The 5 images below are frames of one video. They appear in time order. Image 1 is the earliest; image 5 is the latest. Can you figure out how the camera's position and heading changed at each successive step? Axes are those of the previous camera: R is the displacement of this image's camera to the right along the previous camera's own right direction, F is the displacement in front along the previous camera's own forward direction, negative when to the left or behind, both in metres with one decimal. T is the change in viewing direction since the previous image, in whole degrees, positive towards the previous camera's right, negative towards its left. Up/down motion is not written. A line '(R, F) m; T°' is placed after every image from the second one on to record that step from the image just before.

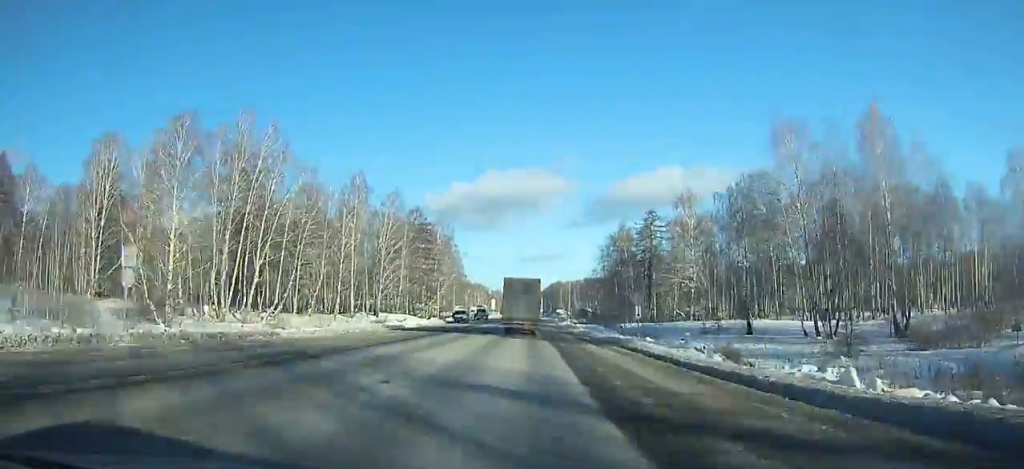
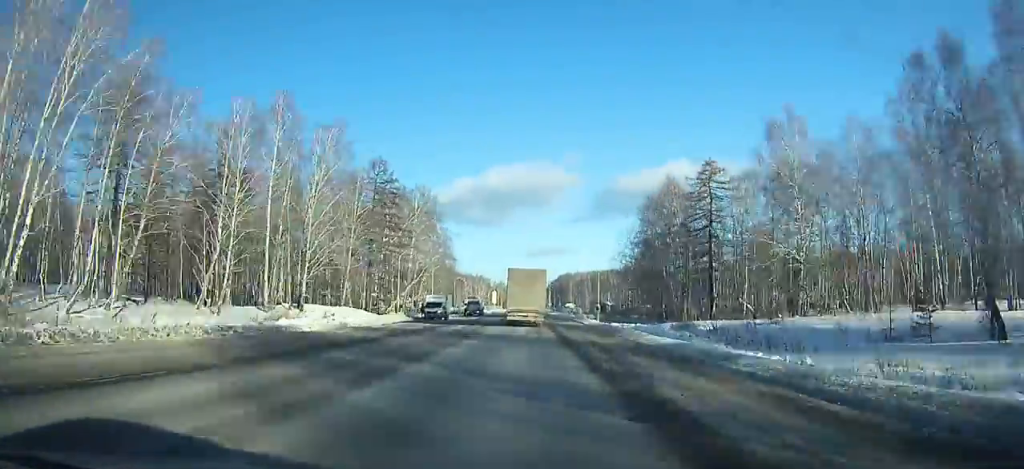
(-0.2, +32.0) m; 0°
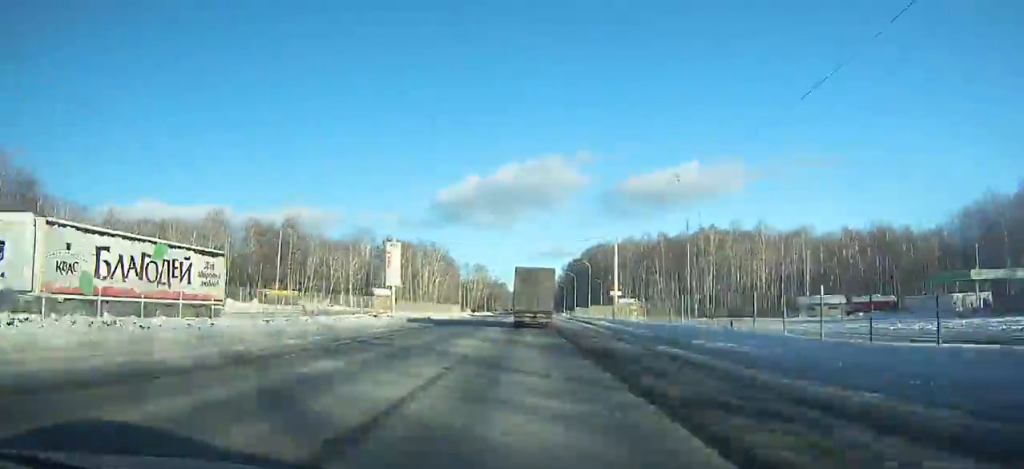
(+0.5, +168.2) m; 0°
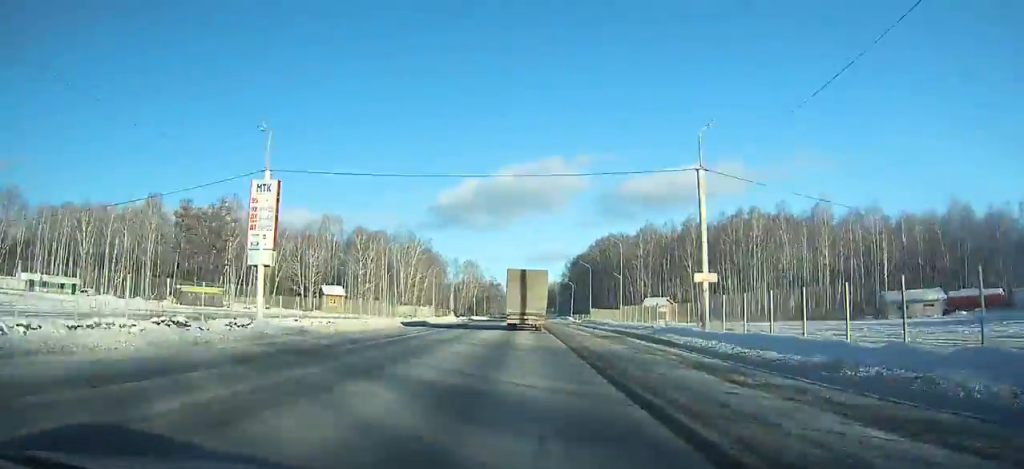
(-0.1, +28.7) m; 0°
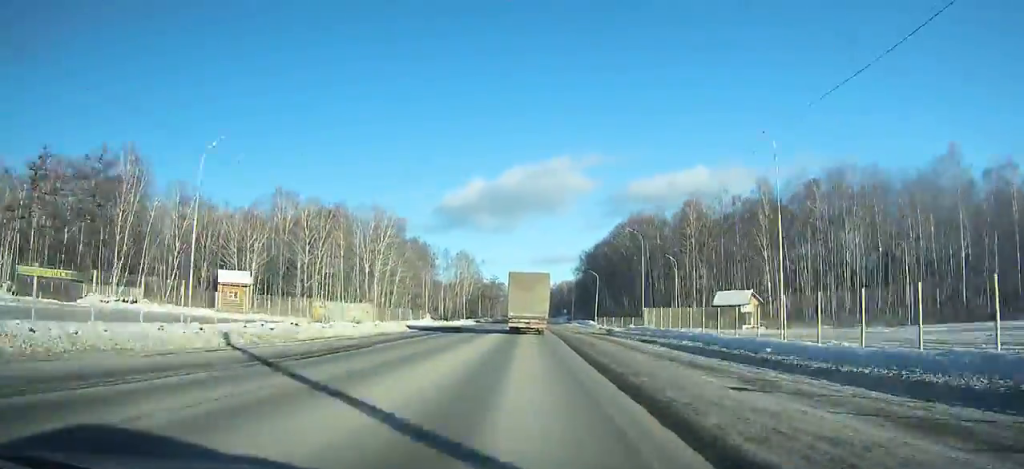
(-0.1, +33.1) m; 0°
